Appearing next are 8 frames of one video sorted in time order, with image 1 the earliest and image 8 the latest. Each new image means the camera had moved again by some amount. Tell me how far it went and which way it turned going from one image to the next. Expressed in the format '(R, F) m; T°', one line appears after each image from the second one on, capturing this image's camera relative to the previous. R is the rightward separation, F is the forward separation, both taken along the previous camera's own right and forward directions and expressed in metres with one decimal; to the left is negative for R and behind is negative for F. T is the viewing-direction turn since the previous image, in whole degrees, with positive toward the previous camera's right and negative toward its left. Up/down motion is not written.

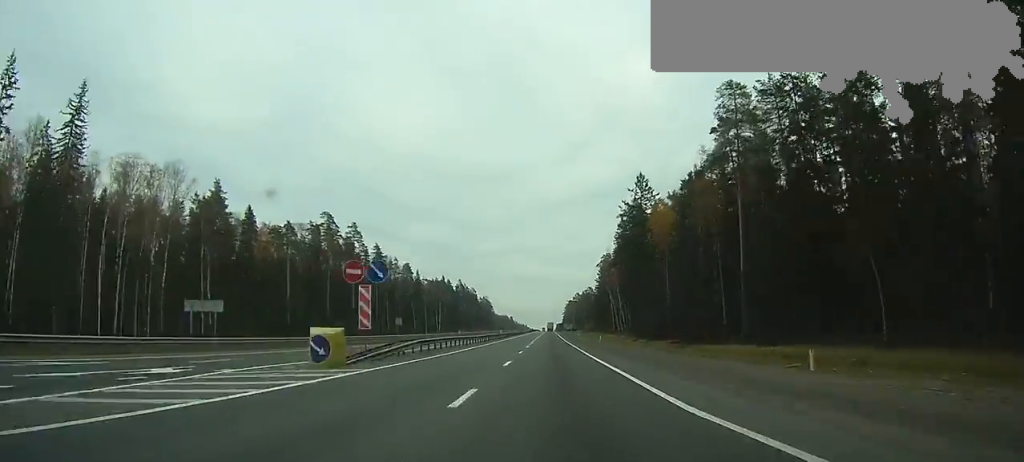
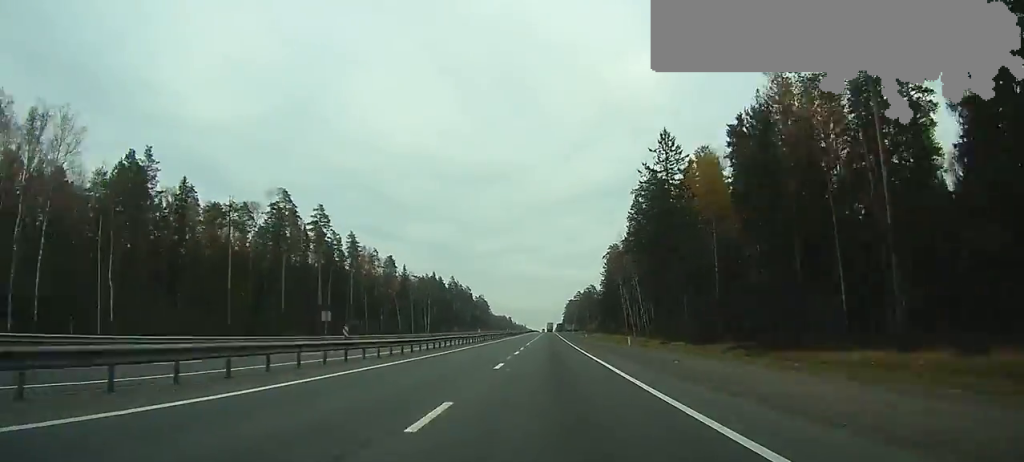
(0.0, +26.7) m; 0°
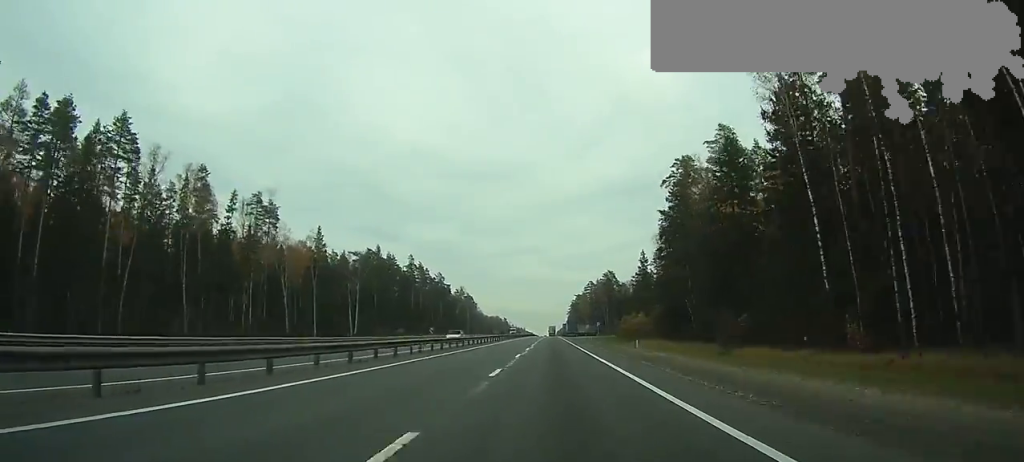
(+0.2, +103.4) m; 0°
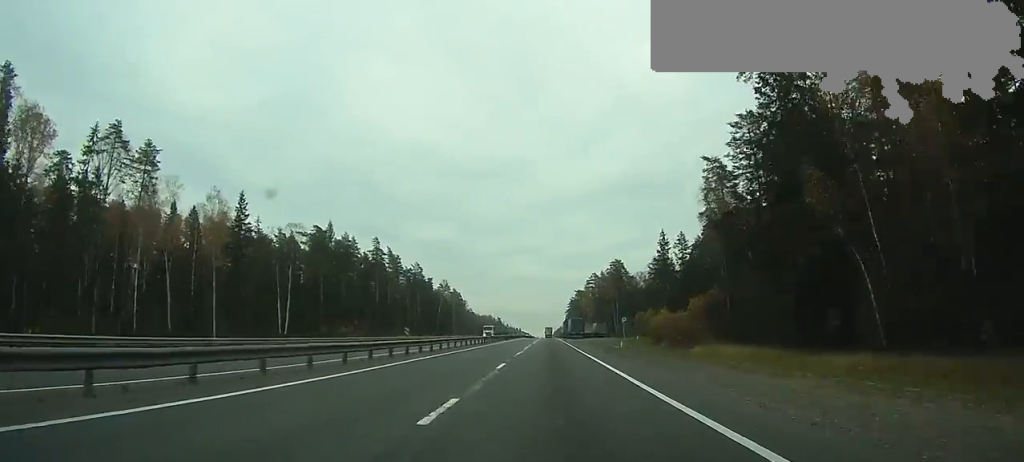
(0.0, +42.4) m; 0°
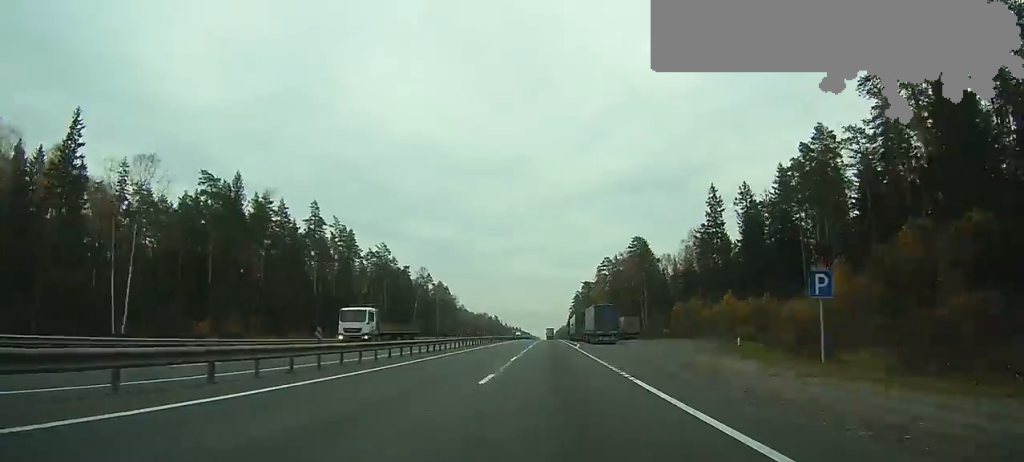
(+0.1, +53.5) m; 0°
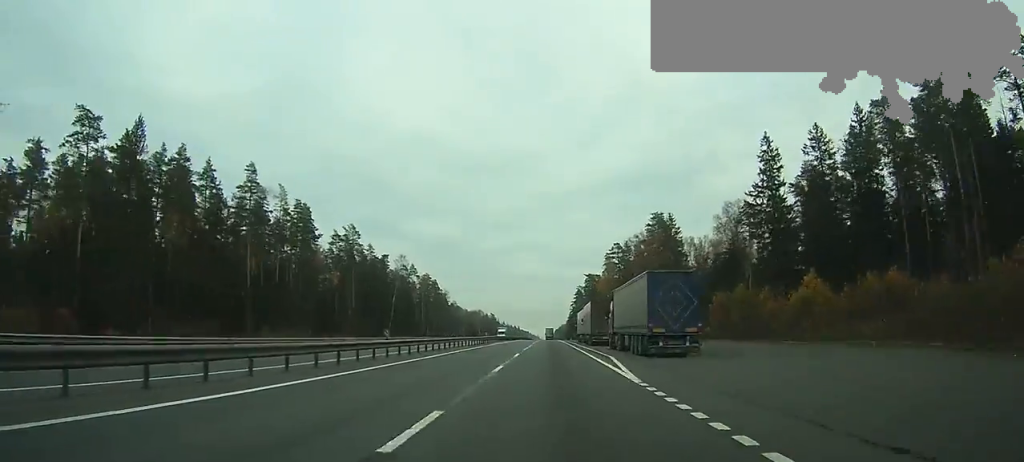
(0.0, +32.4) m; 0°
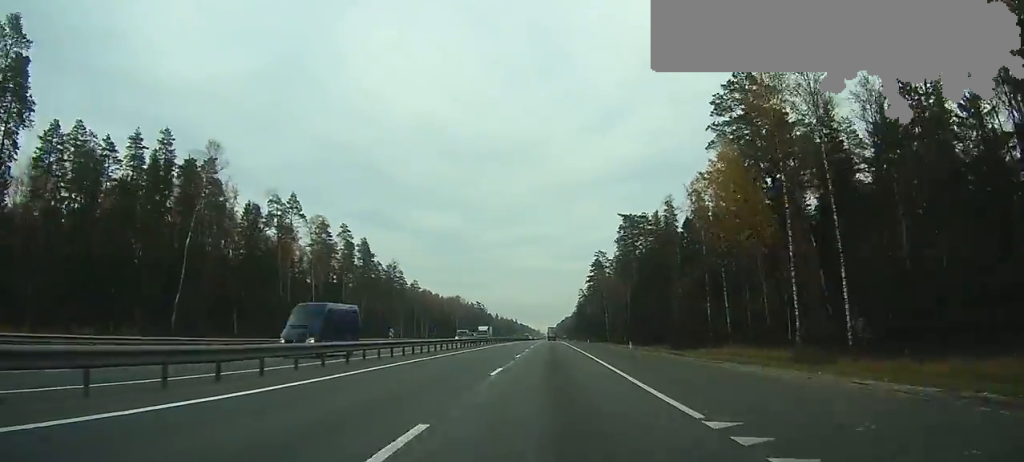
(+0.1, +114.2) m; 0°
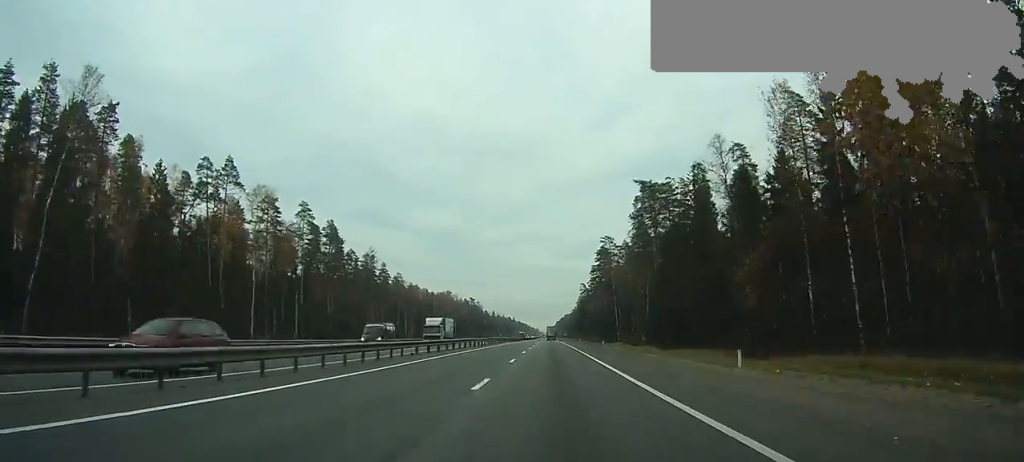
(+0.1, +25.8) m; 0°
